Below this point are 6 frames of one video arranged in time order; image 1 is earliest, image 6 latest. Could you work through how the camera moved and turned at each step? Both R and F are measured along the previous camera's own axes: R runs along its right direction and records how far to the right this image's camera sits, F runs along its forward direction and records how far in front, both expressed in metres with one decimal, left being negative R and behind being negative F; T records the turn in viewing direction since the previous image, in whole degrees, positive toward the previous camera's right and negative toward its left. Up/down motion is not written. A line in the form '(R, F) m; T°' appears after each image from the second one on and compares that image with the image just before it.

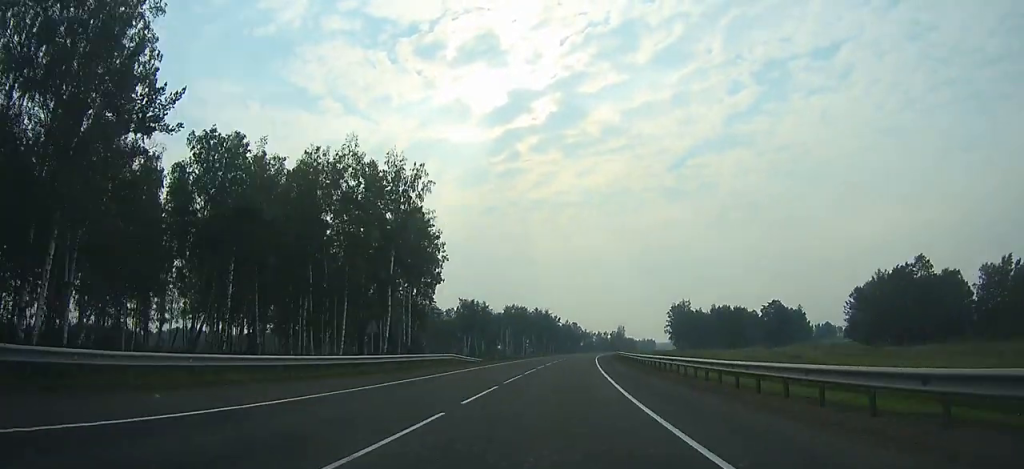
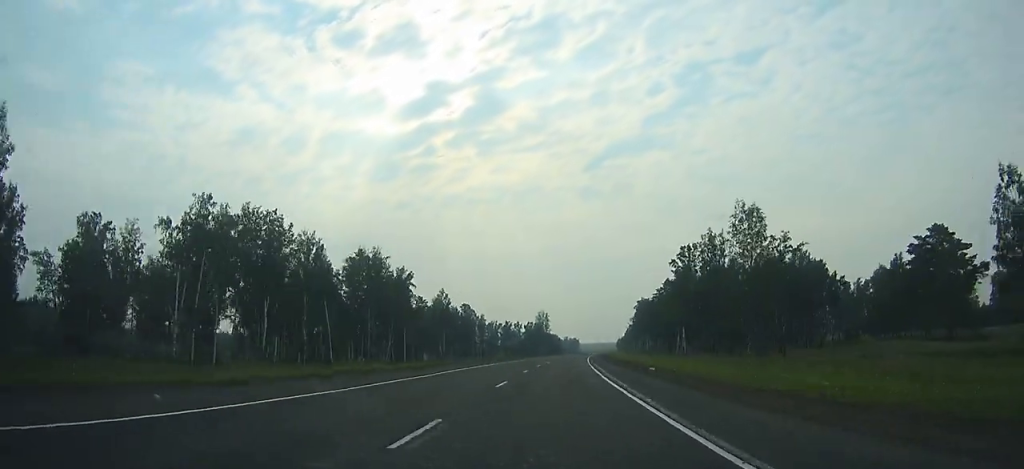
(+10.6, +156.3) m; +8°
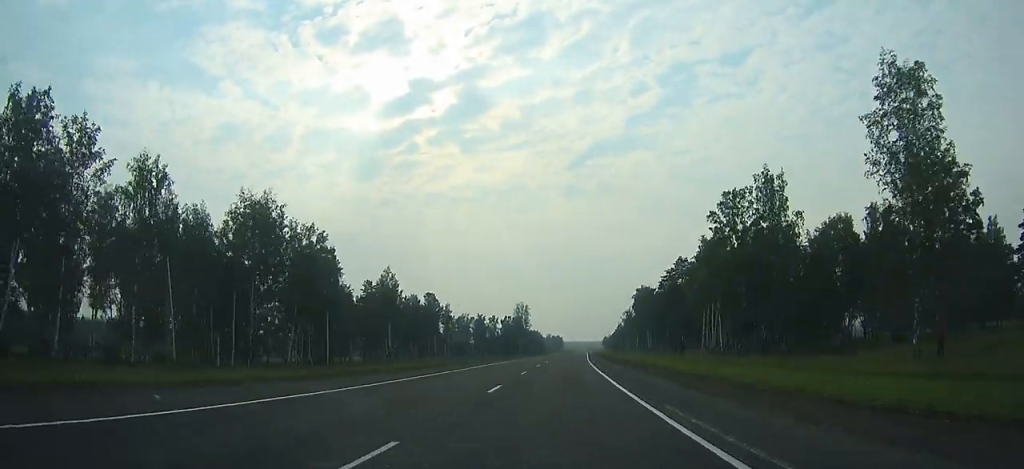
(+1.2, +39.4) m; +2°
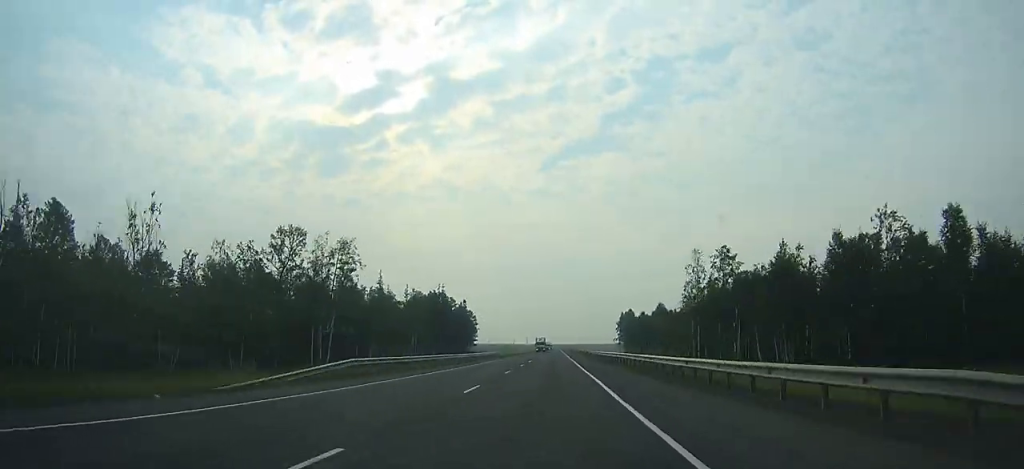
(+23.5, +438.6) m; +3°
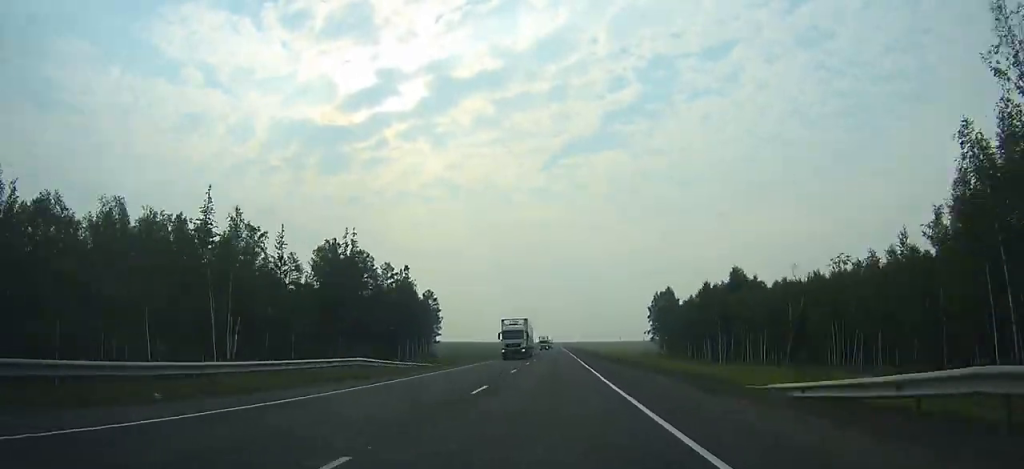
(-0.1, +58.7) m; 0°
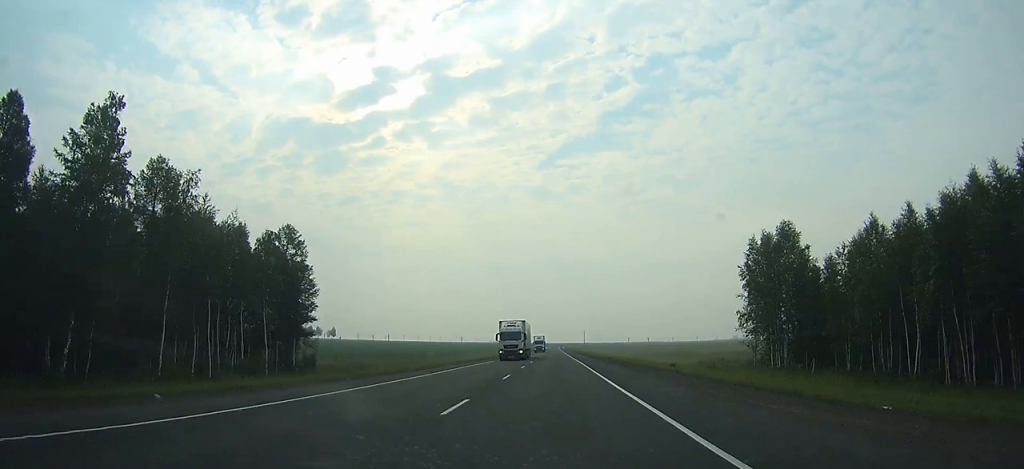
(0.0, +64.9) m; 0°
